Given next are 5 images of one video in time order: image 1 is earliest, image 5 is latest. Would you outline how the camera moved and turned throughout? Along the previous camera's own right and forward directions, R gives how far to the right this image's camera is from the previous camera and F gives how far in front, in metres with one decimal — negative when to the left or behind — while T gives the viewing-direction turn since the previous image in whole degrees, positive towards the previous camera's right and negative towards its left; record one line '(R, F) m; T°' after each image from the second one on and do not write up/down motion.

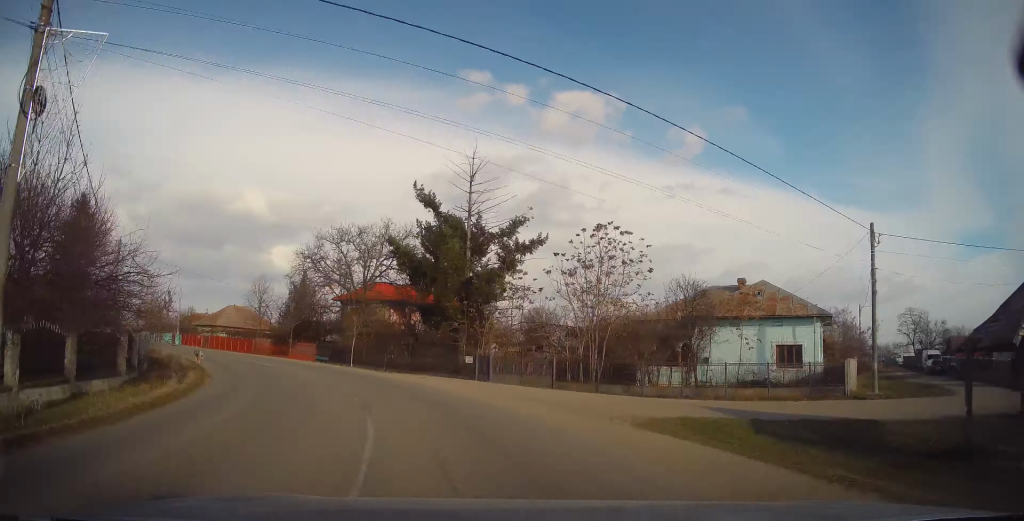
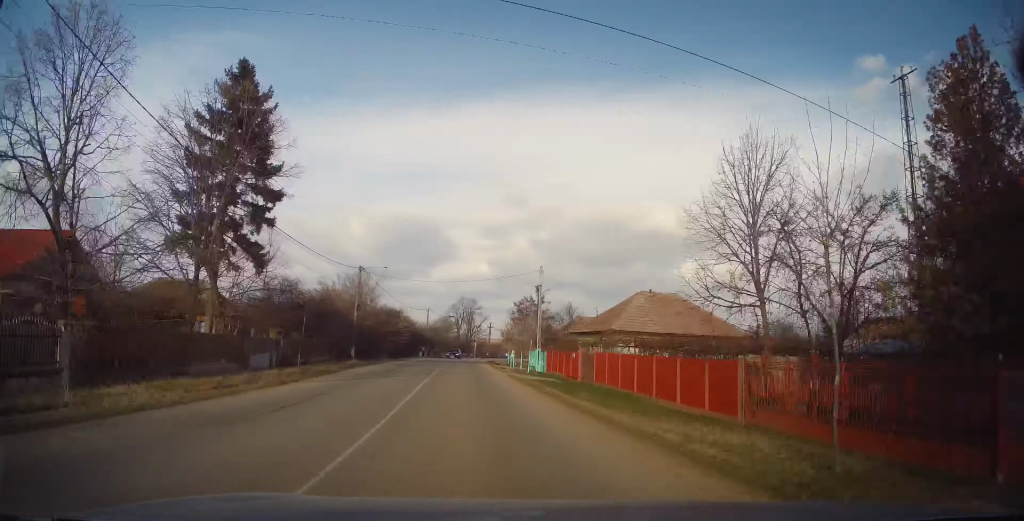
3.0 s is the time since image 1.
(-17.5, +36.3) m; -41°
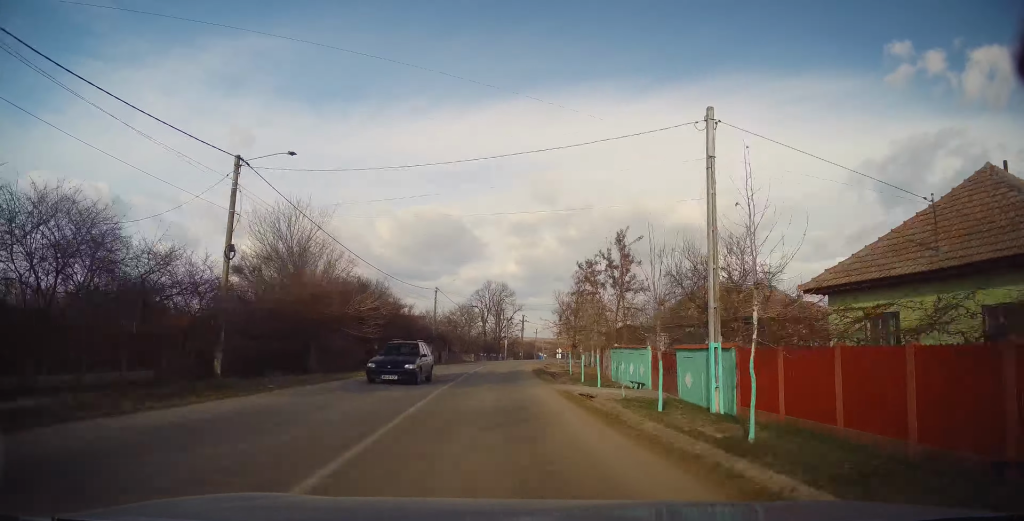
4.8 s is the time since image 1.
(-1.3, +27.9) m; -4°
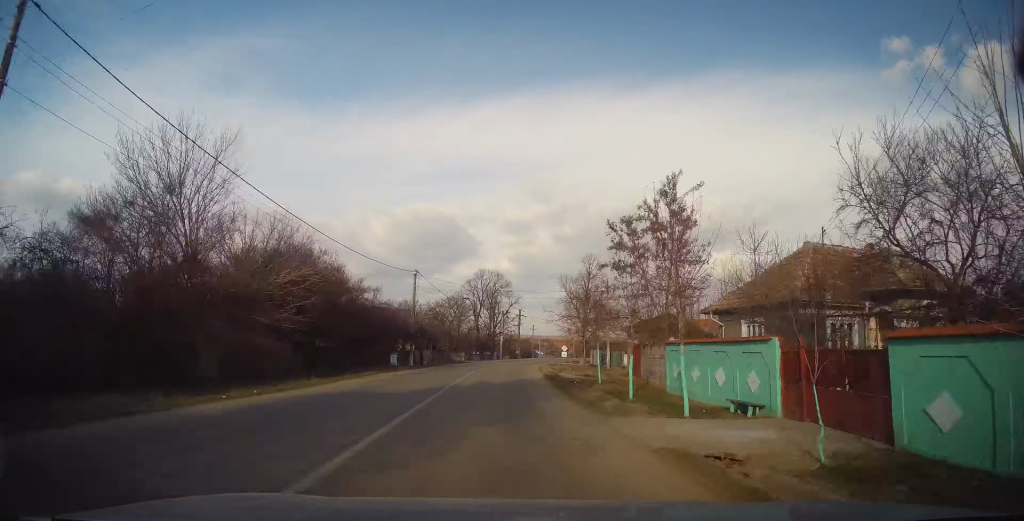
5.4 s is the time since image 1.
(-0.1, +11.1) m; +1°
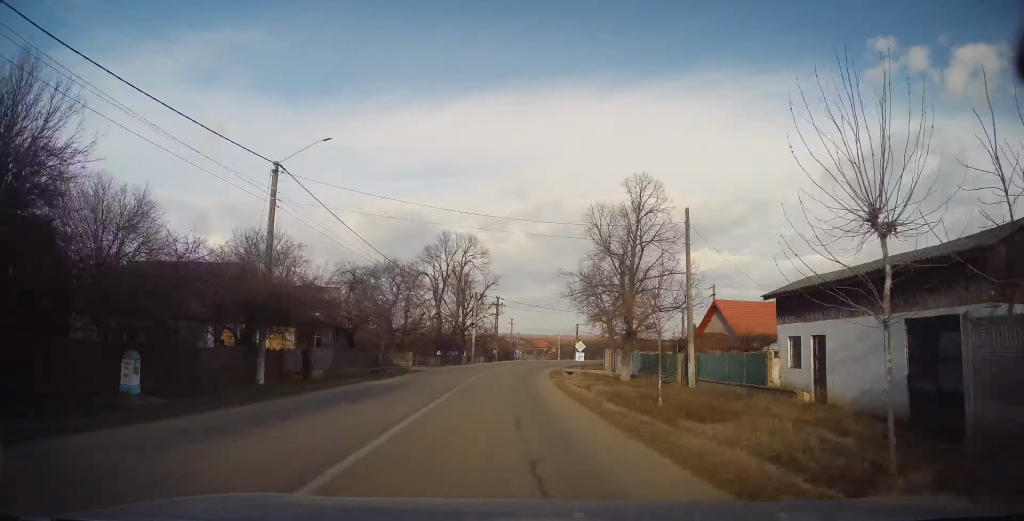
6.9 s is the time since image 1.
(+0.7, +26.2) m; +3°
